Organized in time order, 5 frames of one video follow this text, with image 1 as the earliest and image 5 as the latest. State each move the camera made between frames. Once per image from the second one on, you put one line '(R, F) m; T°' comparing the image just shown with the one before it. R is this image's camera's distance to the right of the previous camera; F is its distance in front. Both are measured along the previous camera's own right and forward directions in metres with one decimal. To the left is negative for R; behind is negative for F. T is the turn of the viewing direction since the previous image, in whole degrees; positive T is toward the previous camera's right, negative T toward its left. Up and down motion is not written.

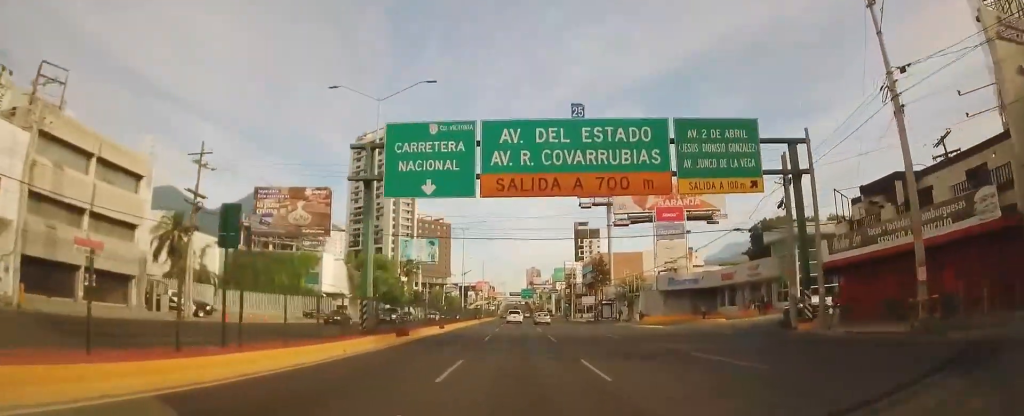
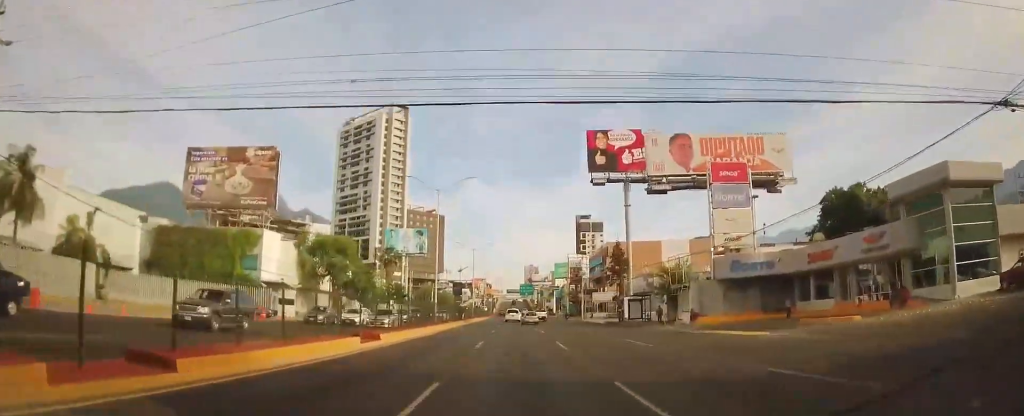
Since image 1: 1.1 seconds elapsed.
(-0.8, +20.5) m; -3°
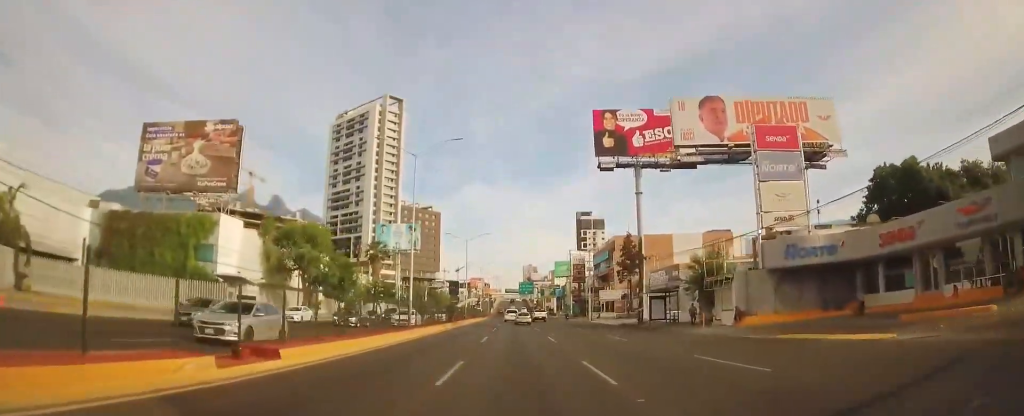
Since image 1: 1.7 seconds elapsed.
(-0.1, +9.8) m; -1°
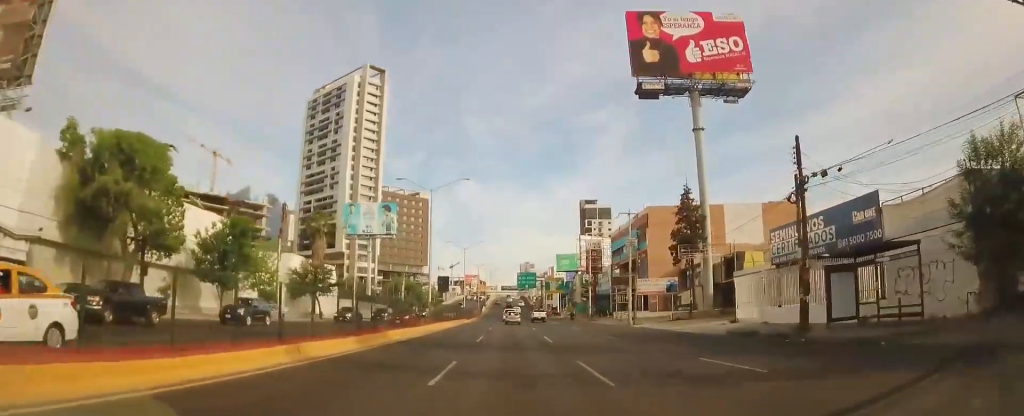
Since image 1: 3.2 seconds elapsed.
(-0.1, +29.5) m; +1°
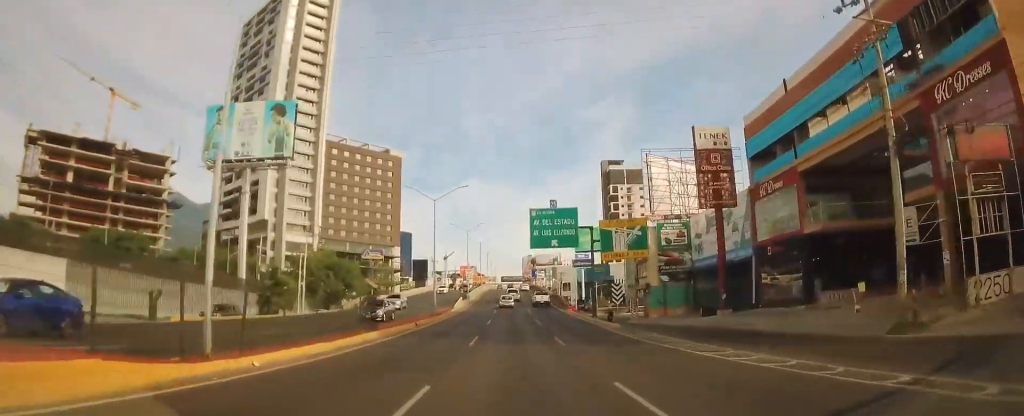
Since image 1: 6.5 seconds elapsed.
(+0.5, +67.4) m; 0°
